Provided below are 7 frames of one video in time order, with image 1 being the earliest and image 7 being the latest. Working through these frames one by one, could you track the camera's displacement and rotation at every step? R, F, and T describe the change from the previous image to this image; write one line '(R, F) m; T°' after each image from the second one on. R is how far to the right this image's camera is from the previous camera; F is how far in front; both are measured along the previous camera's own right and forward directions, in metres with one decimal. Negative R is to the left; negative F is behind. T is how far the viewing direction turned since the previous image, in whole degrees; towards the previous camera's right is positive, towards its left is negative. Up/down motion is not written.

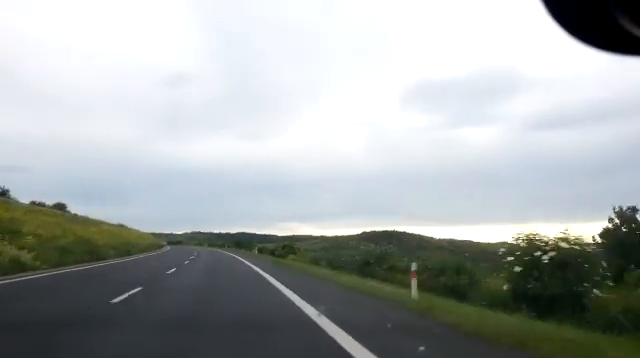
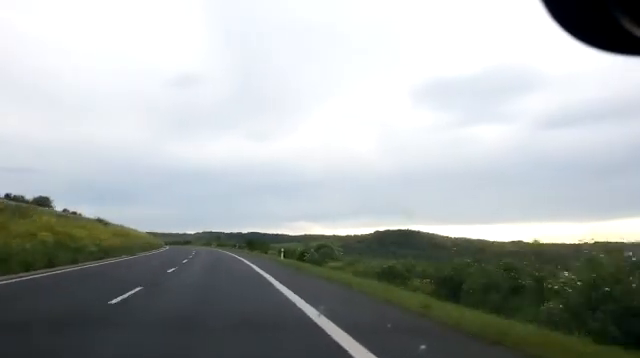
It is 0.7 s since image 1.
(-0.7, +18.3) m; -1°
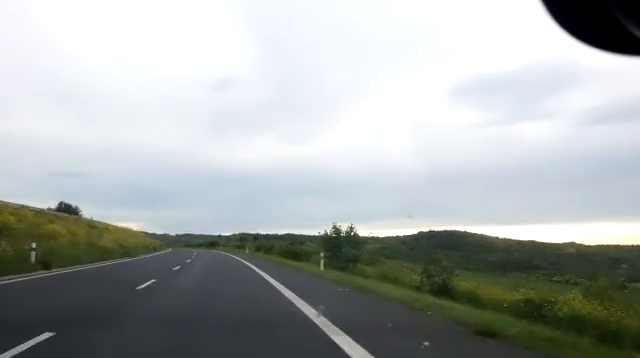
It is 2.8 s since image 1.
(-1.5, +52.2) m; -4°
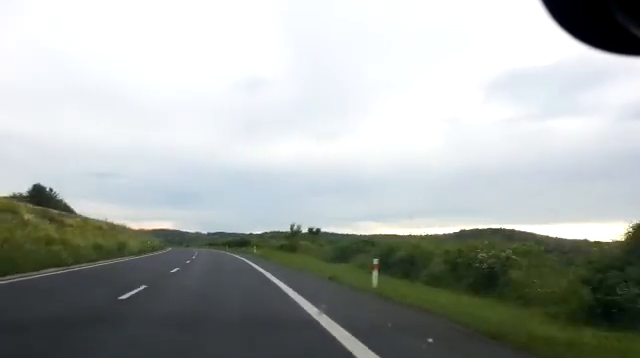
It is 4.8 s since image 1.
(-1.3, +48.3) m; -2°
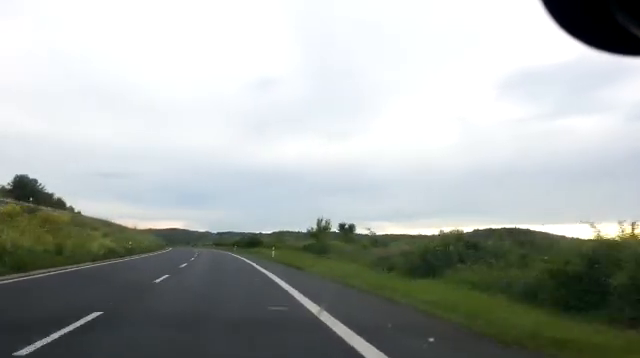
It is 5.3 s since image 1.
(0.0, +14.2) m; 0°
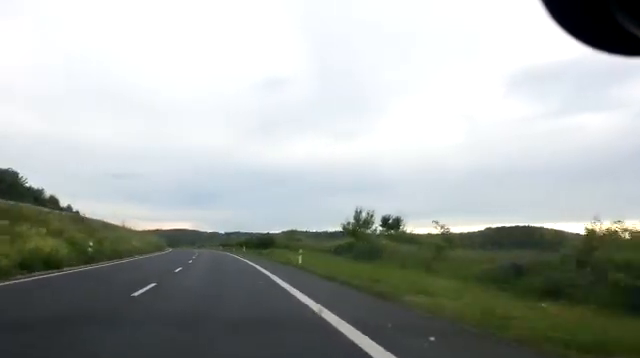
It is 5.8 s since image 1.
(+0.4, +12.7) m; 0°
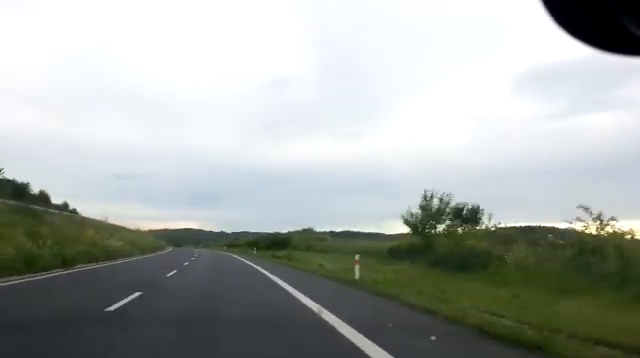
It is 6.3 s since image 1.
(0.0, +12.0) m; 0°
